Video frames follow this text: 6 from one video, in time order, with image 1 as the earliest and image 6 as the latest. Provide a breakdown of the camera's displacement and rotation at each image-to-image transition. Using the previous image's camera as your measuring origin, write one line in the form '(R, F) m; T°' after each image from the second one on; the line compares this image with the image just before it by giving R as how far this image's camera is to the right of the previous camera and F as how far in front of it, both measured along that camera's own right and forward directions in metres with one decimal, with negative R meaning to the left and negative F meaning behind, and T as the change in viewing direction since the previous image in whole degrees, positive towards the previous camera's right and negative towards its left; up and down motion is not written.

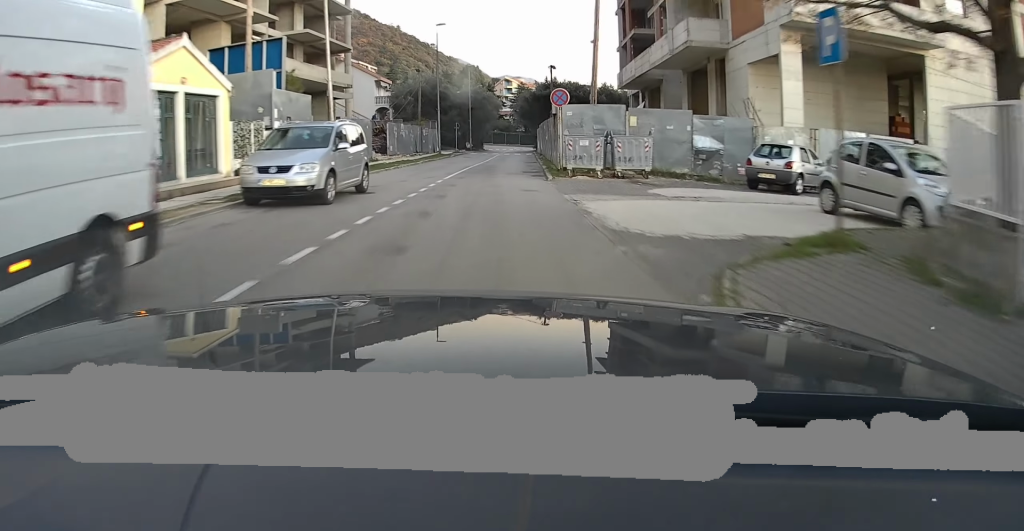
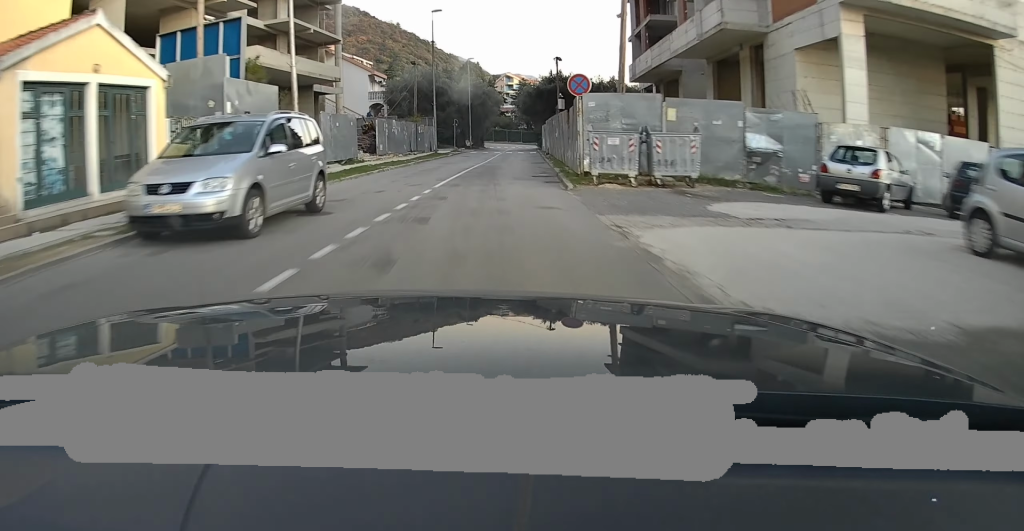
(+0.2, +3.9) m; -1°
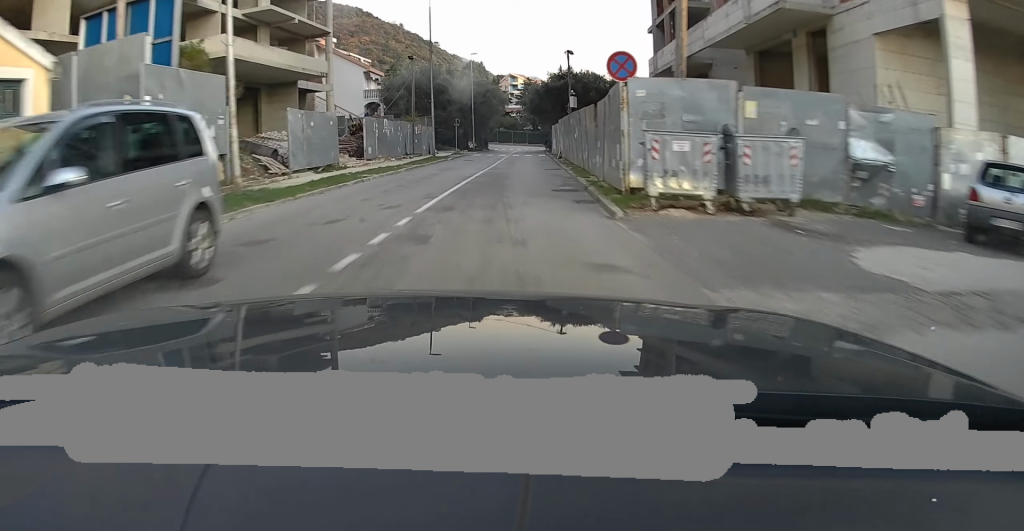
(-0.2, +4.8) m; 0°
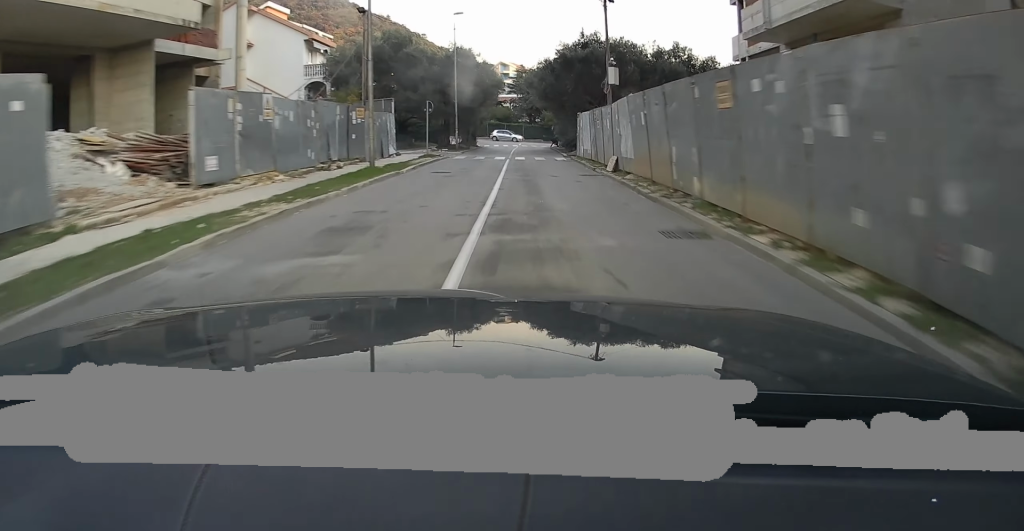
(+0.2, +17.5) m; +1°
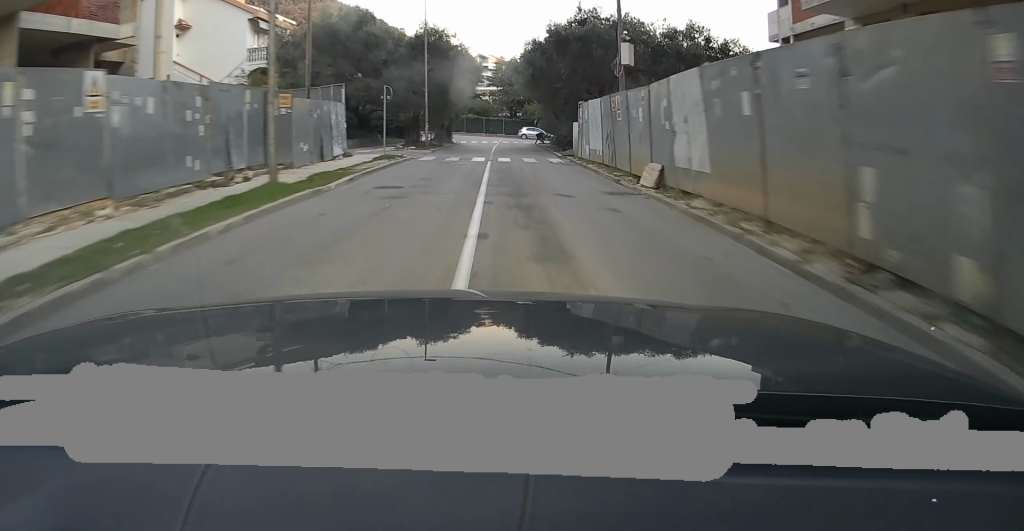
(-0.2, +7.3) m; 0°
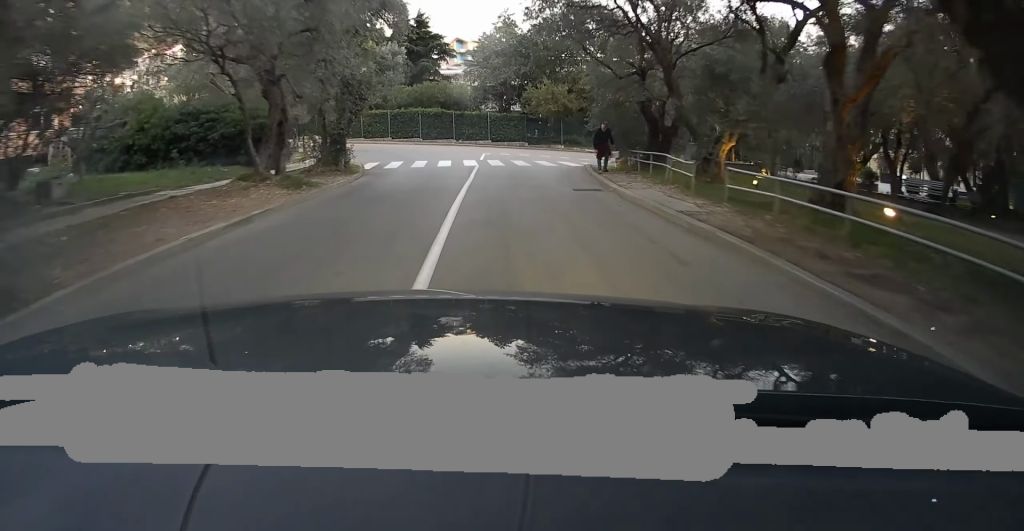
(+2.6, +38.5) m; +6°
